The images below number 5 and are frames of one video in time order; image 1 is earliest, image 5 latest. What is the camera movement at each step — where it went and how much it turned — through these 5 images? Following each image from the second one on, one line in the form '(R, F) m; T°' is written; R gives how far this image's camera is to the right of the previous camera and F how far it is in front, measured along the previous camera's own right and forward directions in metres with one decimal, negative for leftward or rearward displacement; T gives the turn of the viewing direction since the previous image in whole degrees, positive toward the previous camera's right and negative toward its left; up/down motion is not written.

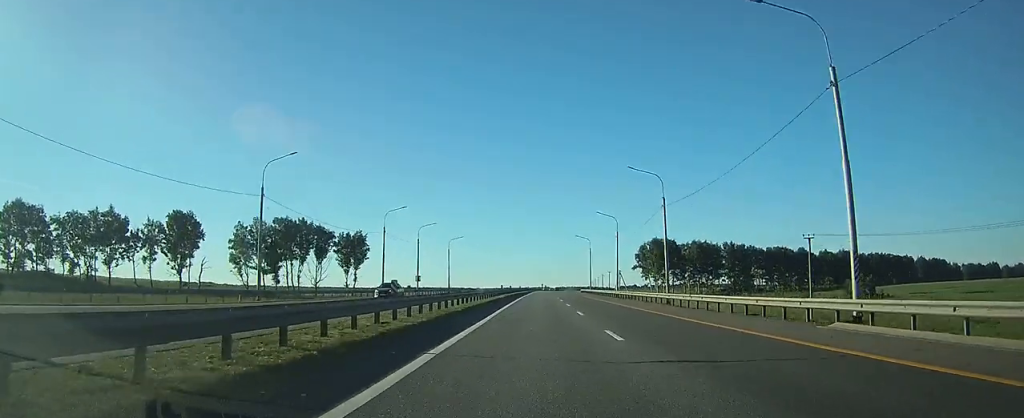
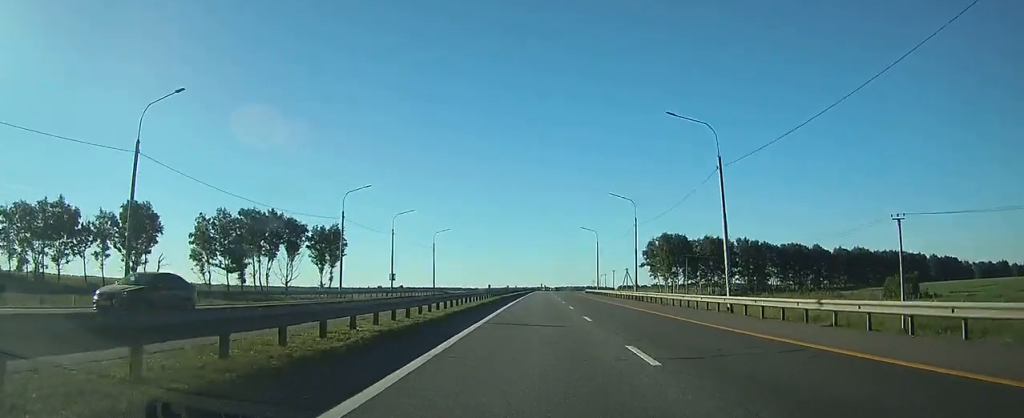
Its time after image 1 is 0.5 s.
(0.0, +16.0) m; 0°
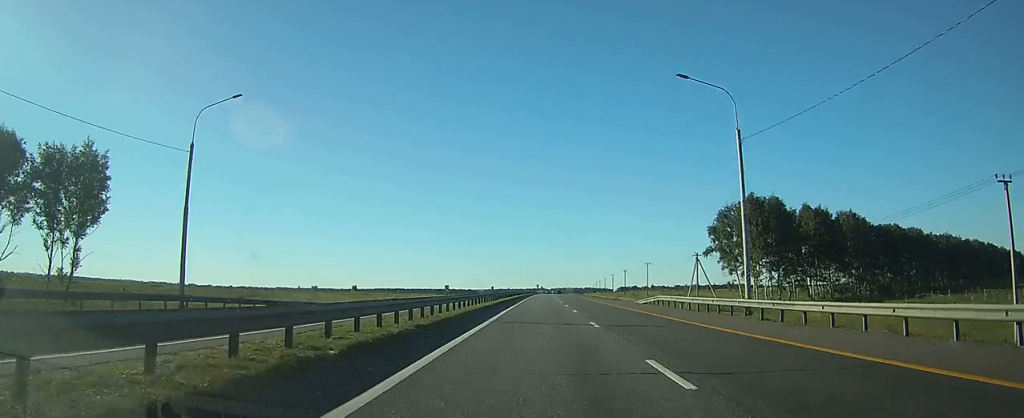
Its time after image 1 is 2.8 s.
(+0.2, +72.9) m; 0°
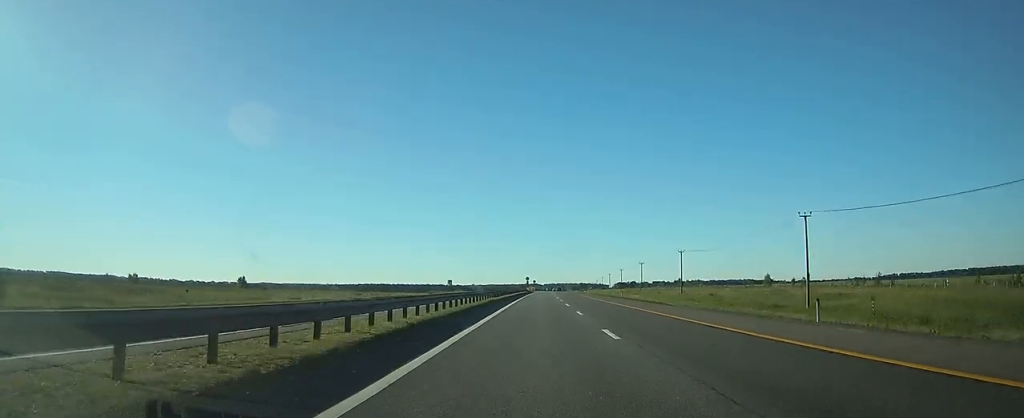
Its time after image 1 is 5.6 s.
(+0.8, +87.6) m; +1°
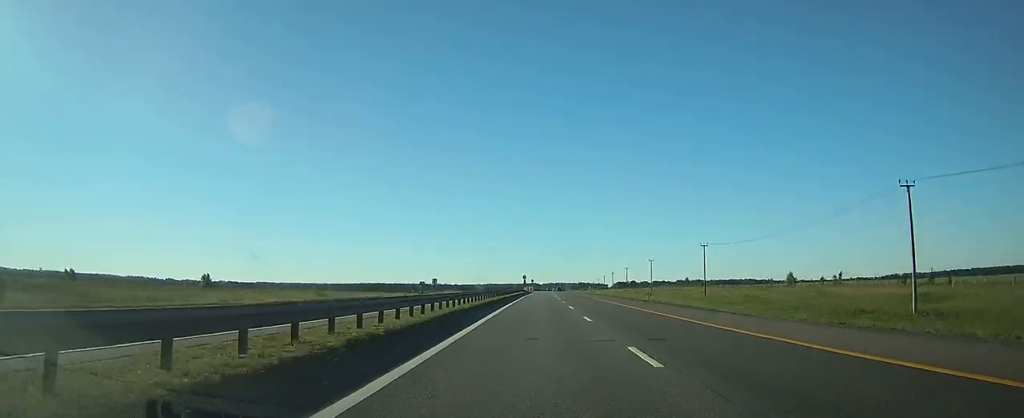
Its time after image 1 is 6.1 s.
(0.0, +16.9) m; 0°
